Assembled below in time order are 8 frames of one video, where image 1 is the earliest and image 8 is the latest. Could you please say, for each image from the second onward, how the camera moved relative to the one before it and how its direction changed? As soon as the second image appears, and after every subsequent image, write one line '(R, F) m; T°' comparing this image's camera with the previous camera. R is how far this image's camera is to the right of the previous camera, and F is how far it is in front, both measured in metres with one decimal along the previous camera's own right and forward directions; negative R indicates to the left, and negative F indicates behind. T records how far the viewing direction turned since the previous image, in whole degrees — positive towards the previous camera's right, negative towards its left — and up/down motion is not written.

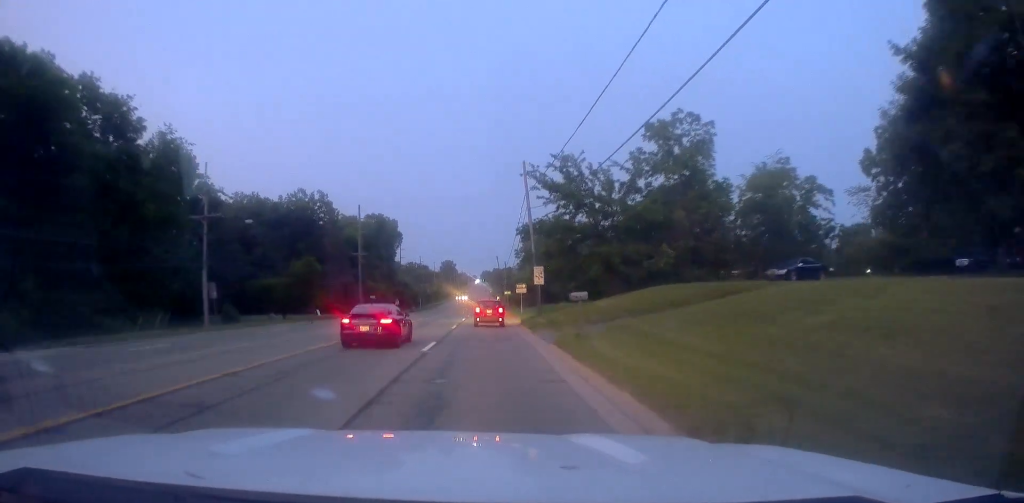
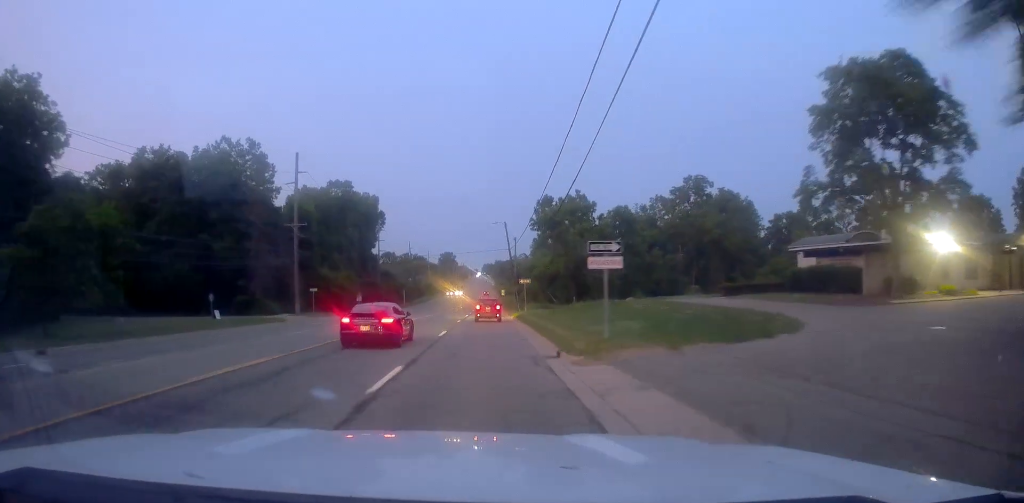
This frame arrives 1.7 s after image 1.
(+0.2, +37.6) m; 0°
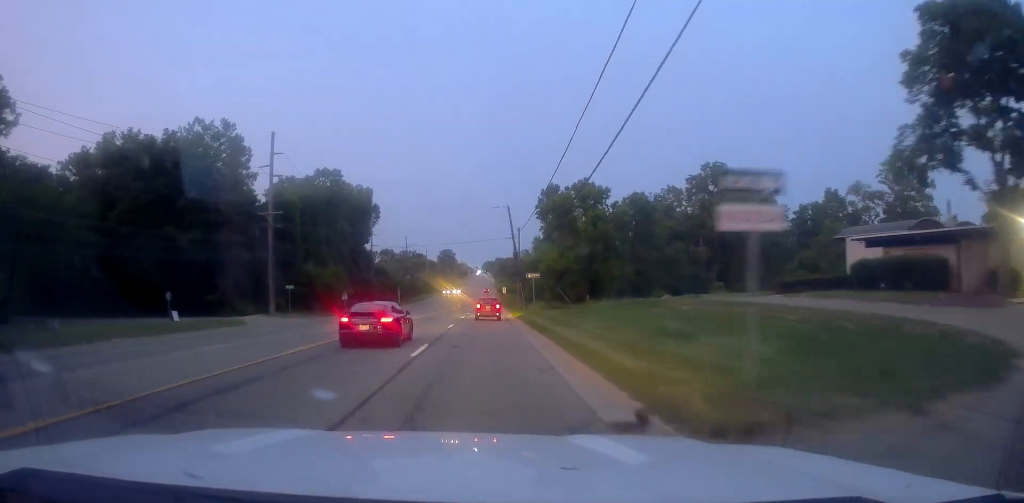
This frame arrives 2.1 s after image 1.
(-0.3, +8.7) m; 0°
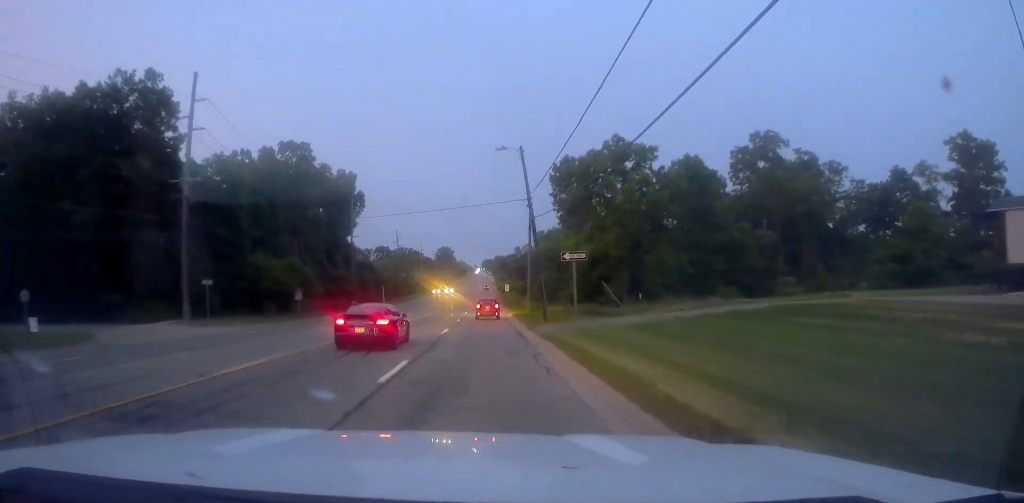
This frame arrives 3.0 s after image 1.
(+0.1, +19.0) m; +1°
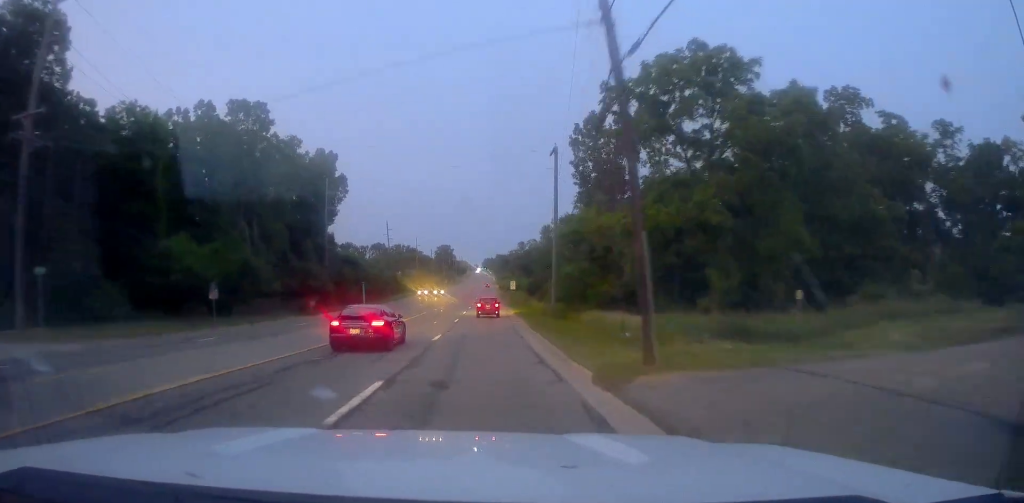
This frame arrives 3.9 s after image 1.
(+0.2, +19.2) m; 0°
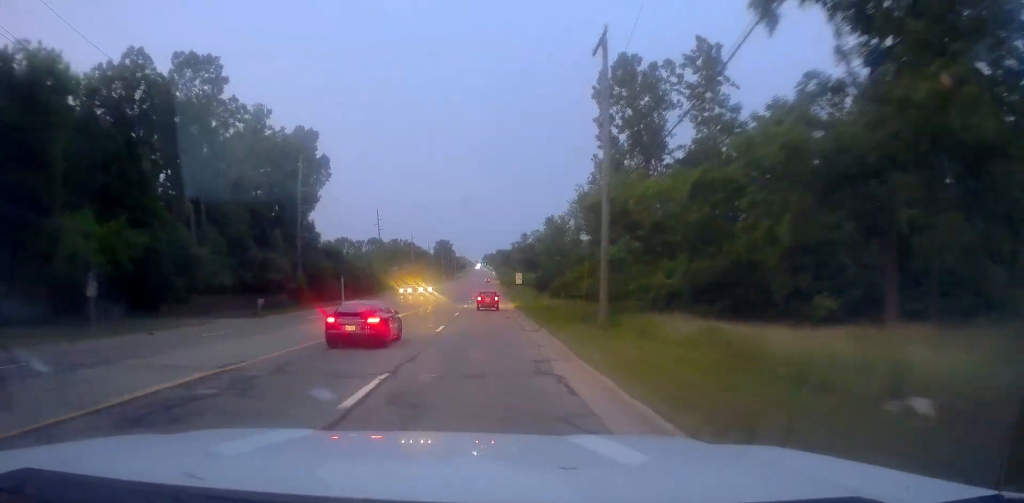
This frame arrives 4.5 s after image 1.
(-0.2, +14.1) m; 0°
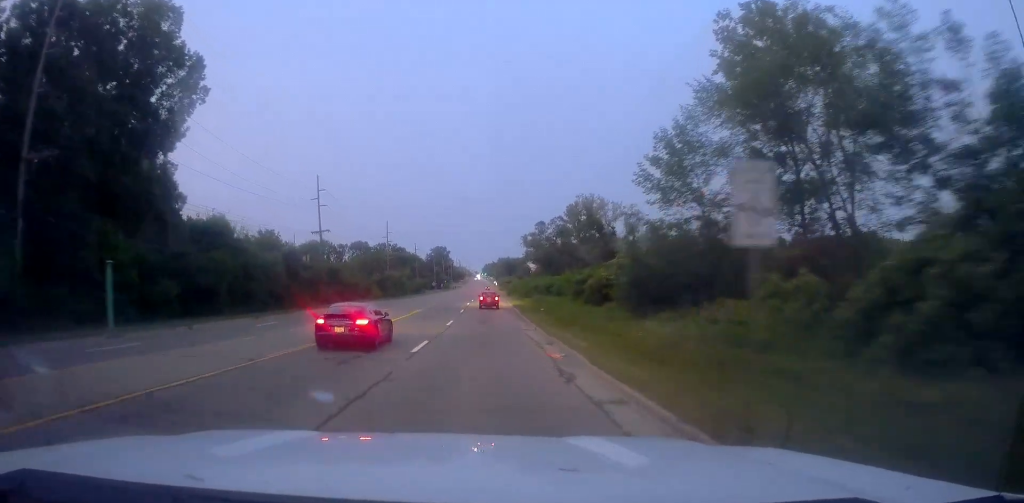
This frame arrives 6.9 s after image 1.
(-1.3, +53.6) m; -2°
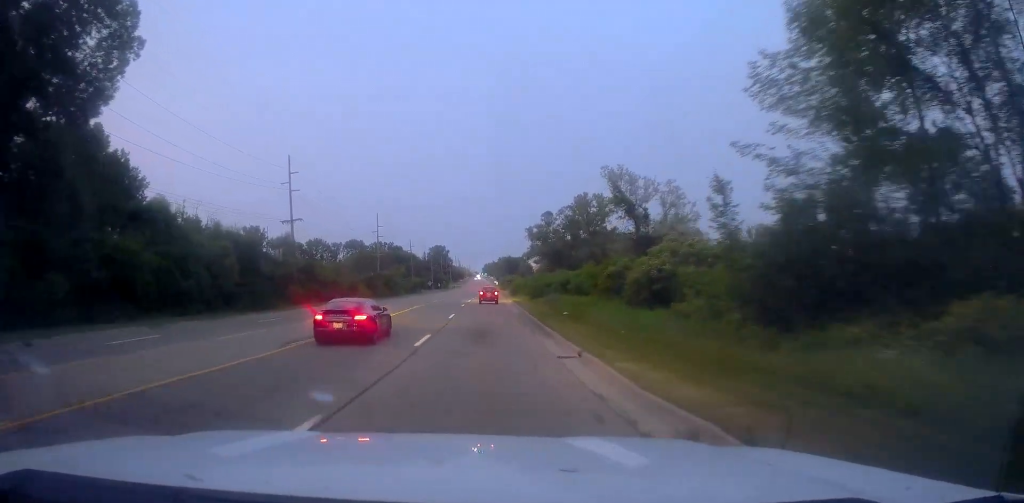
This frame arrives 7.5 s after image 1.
(-0.1, +14.3) m; +1°
